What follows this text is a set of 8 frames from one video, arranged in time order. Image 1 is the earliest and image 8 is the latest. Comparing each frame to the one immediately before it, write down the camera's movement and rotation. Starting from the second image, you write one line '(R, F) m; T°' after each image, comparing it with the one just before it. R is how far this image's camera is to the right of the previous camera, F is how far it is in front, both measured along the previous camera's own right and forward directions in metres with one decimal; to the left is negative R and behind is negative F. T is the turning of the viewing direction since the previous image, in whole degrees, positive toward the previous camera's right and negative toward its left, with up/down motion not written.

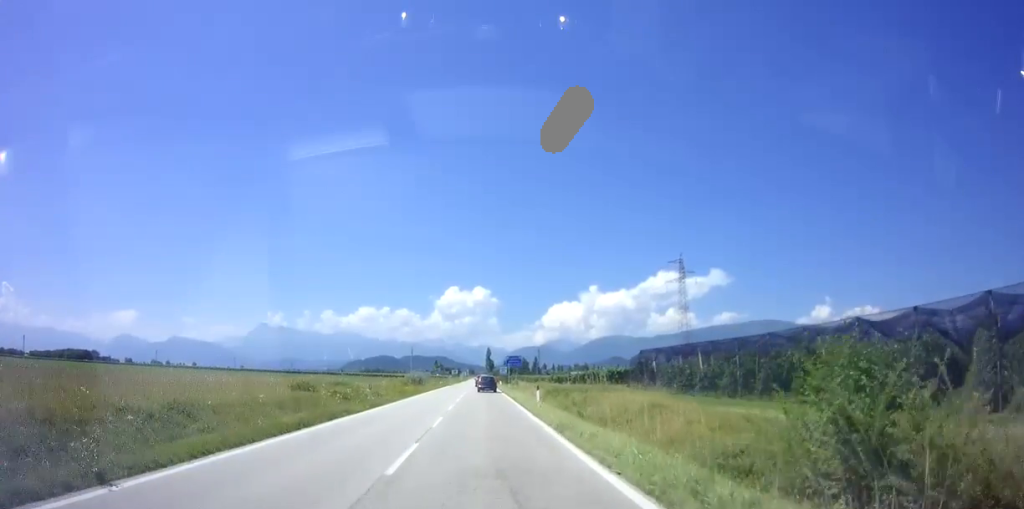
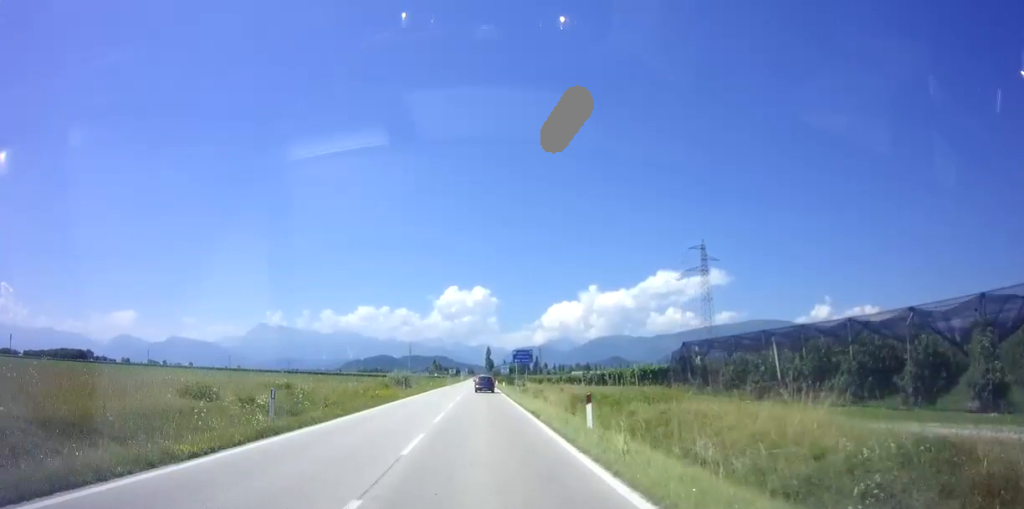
(0.0, +12.1) m; 0°
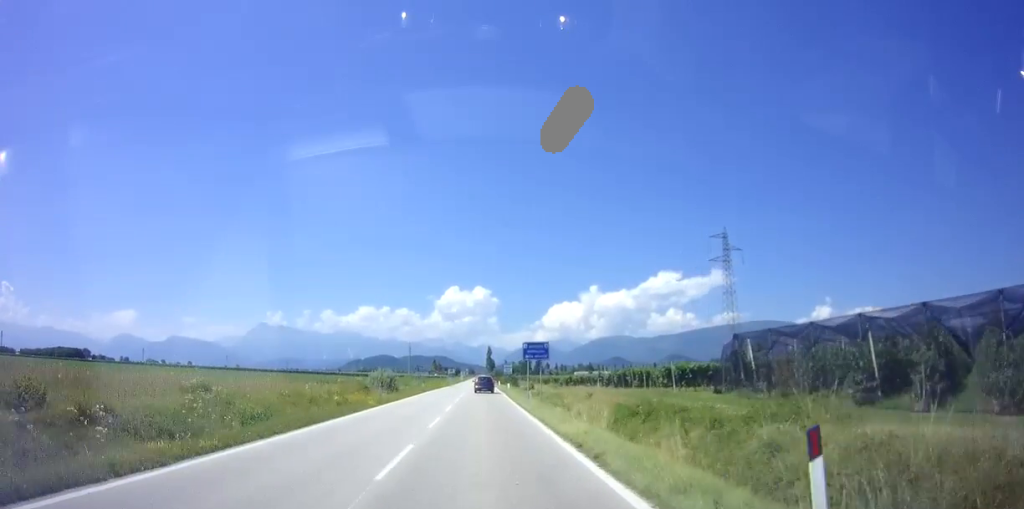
(0.0, +9.1) m; 0°
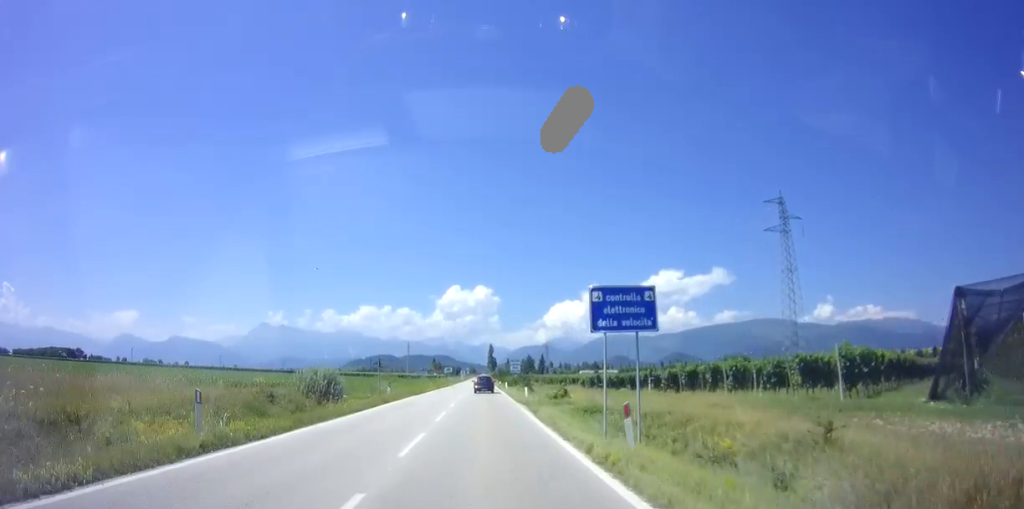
(-0.2, +18.7) m; 0°
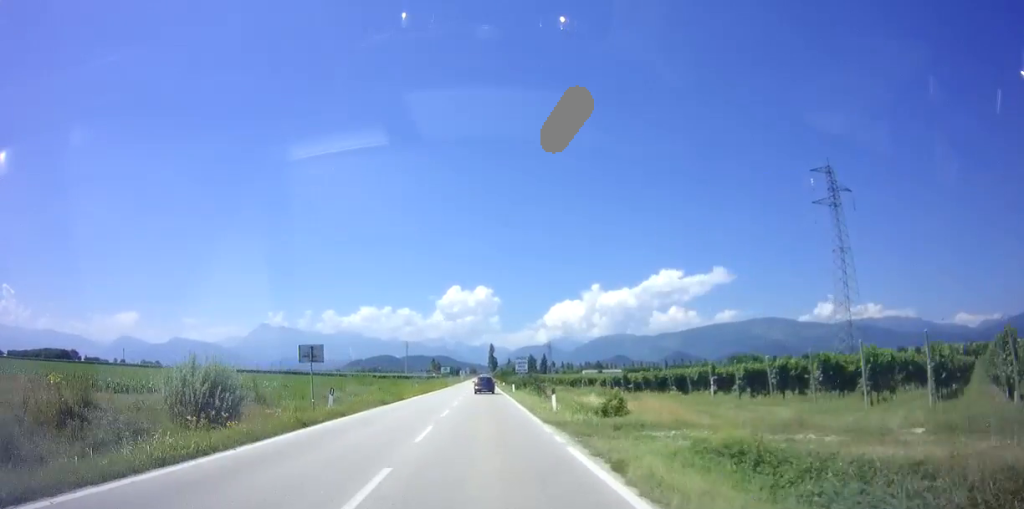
(+0.2, +12.7) m; +1°
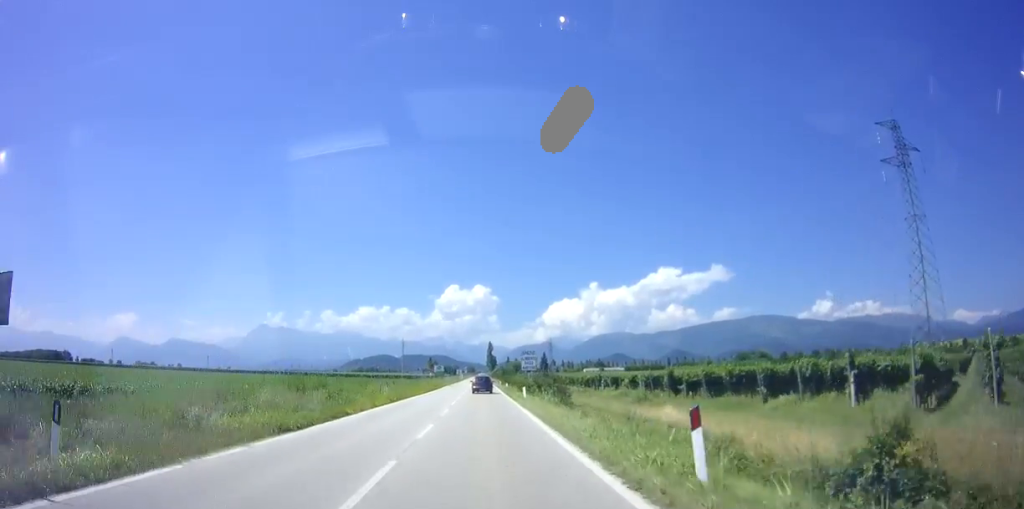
(0.0, +13.3) m; 0°
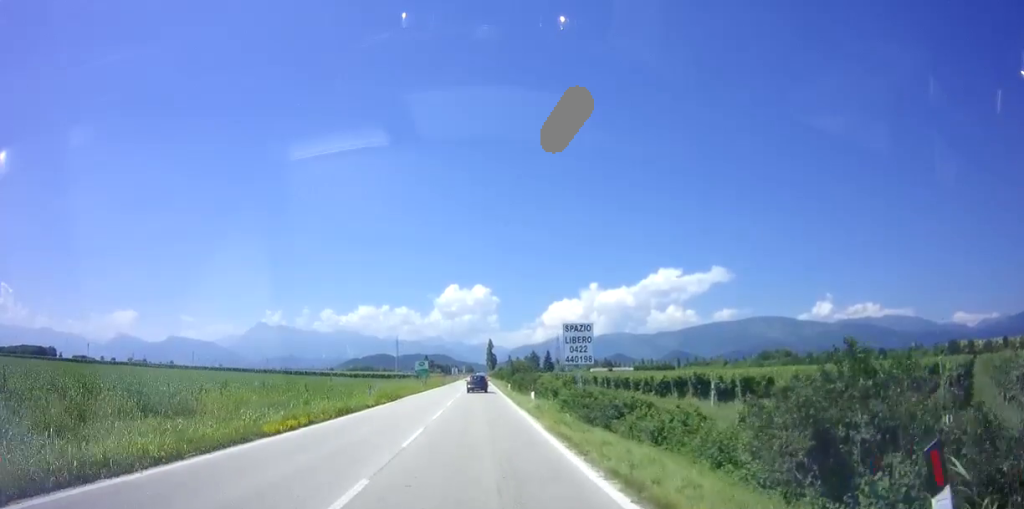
(0.0, +29.4) m; -1°
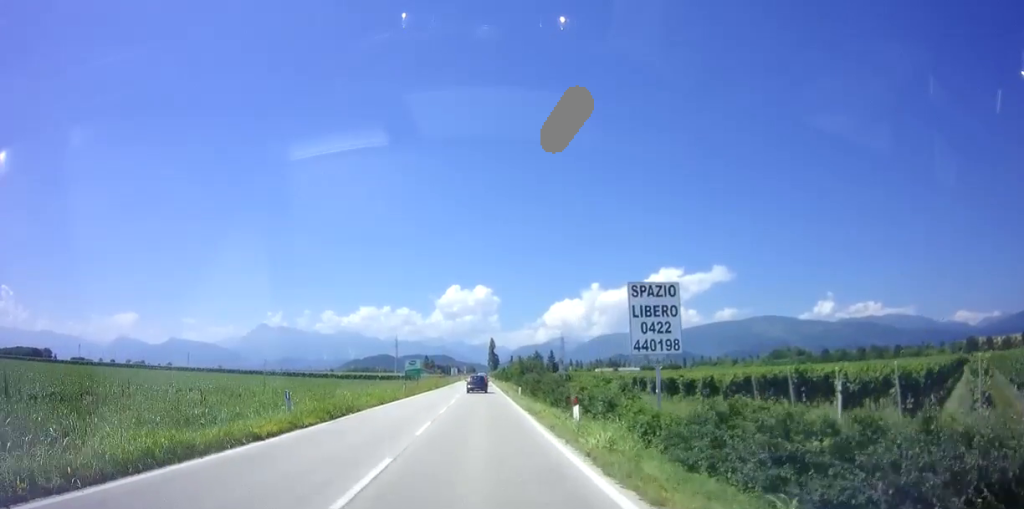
(-0.2, +12.5) m; 0°
